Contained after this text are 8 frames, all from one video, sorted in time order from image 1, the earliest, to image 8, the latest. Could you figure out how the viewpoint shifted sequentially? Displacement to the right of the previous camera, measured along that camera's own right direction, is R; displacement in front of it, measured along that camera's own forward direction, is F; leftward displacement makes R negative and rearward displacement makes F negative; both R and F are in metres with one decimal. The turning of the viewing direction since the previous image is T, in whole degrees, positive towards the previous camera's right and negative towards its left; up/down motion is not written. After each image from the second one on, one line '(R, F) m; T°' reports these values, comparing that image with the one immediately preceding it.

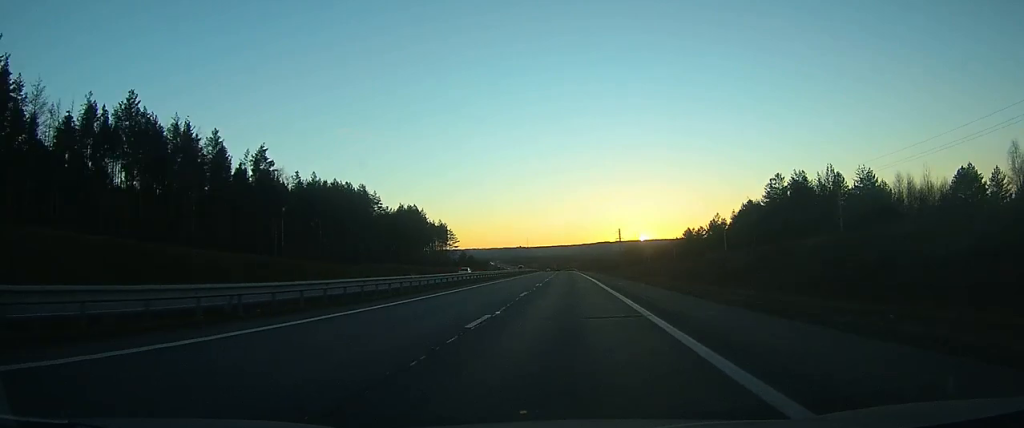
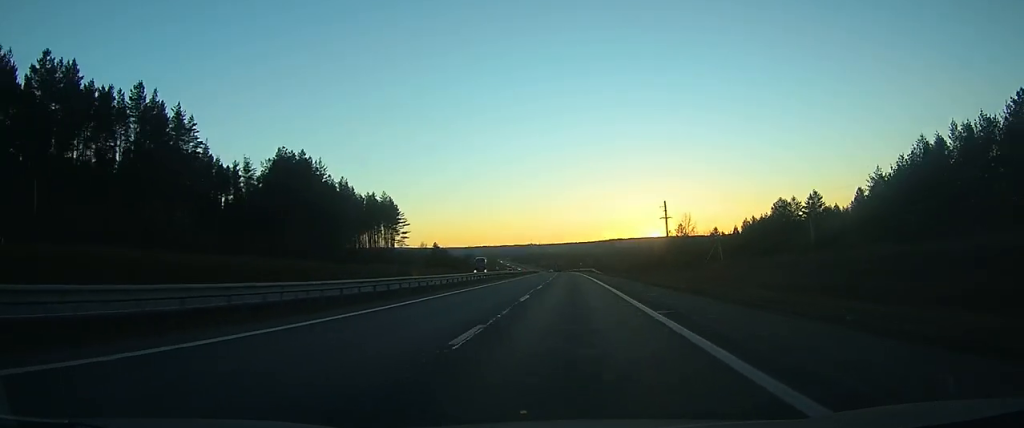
(-1.5, +100.6) m; -2°
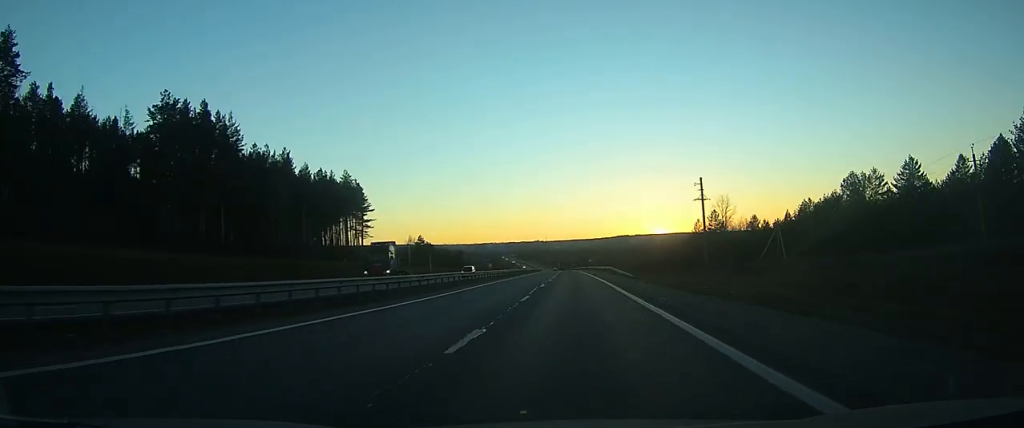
(-0.1, +36.6) m; 0°
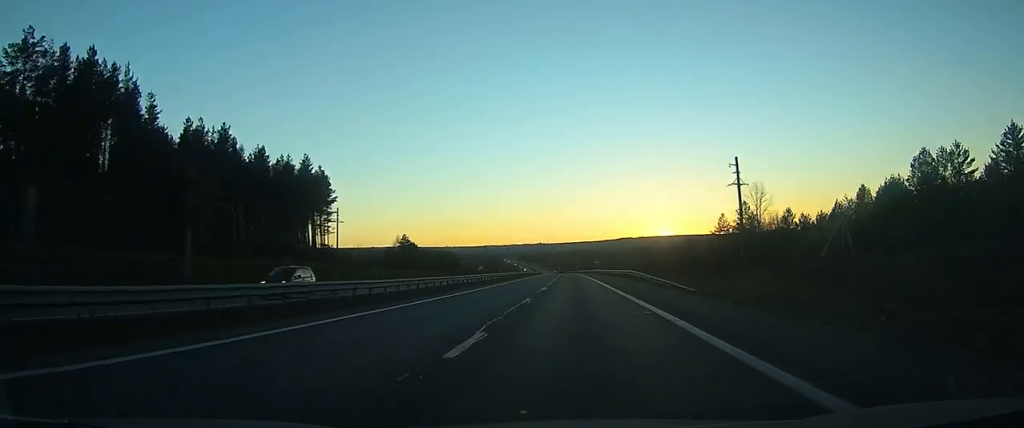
(0.0, +24.6) m; 0°
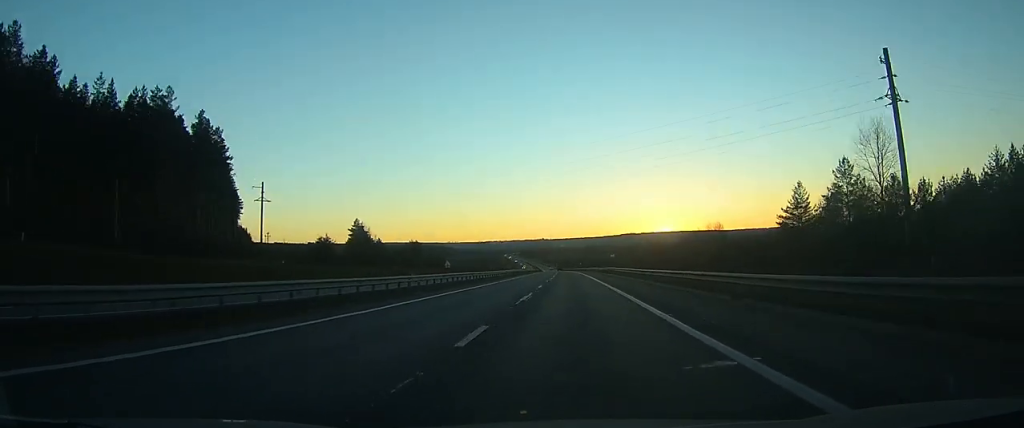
(-0.3, +47.4) m; -1°
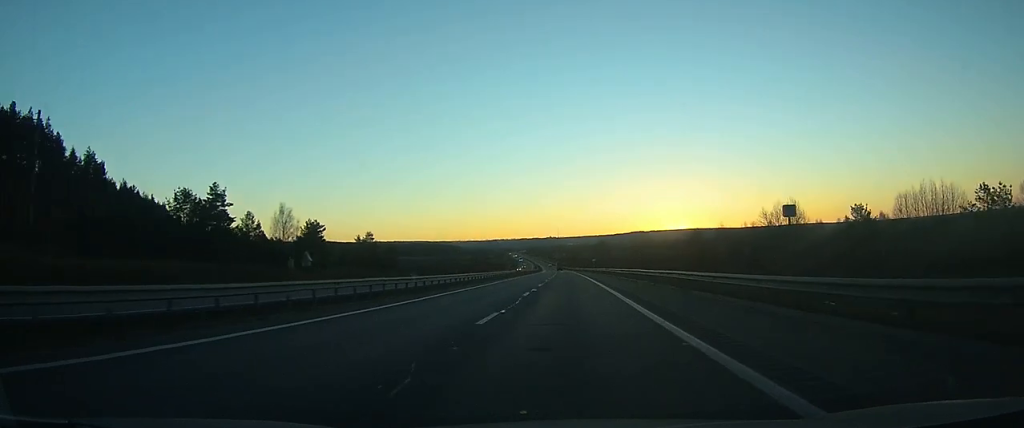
(-0.3, +68.0) m; -1°
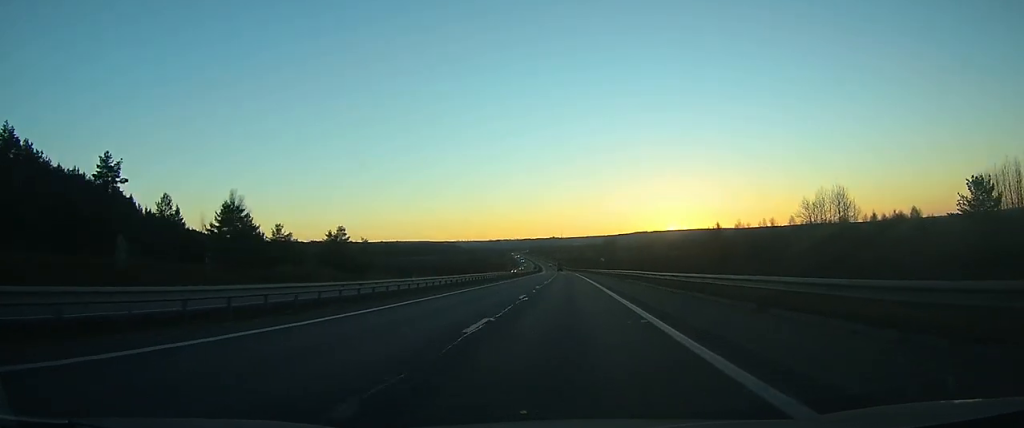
(-0.1, +25.4) m; 0°
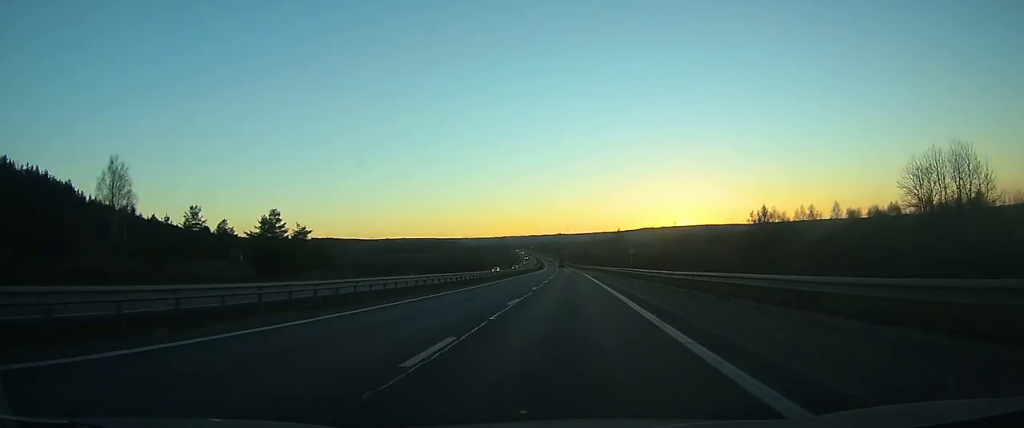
(-0.1, +40.4) m; 0°
